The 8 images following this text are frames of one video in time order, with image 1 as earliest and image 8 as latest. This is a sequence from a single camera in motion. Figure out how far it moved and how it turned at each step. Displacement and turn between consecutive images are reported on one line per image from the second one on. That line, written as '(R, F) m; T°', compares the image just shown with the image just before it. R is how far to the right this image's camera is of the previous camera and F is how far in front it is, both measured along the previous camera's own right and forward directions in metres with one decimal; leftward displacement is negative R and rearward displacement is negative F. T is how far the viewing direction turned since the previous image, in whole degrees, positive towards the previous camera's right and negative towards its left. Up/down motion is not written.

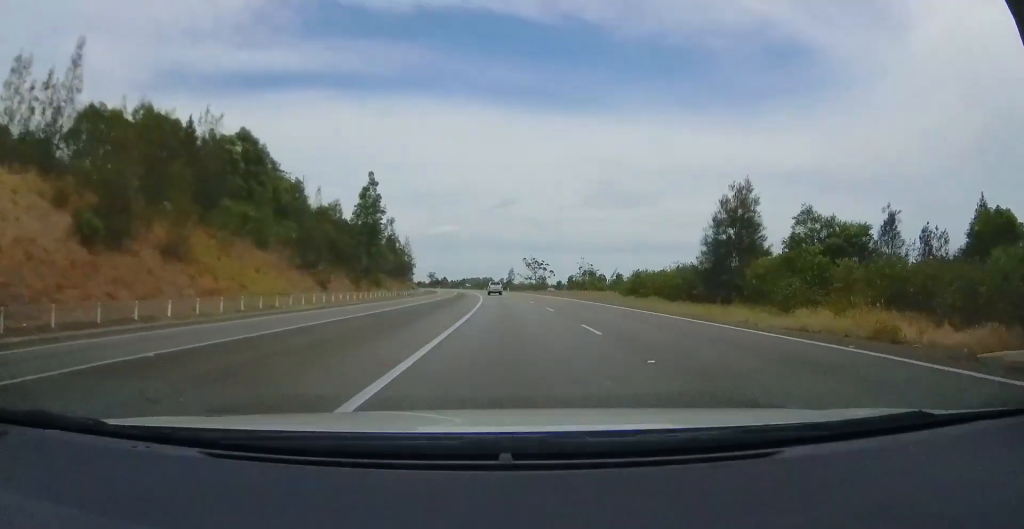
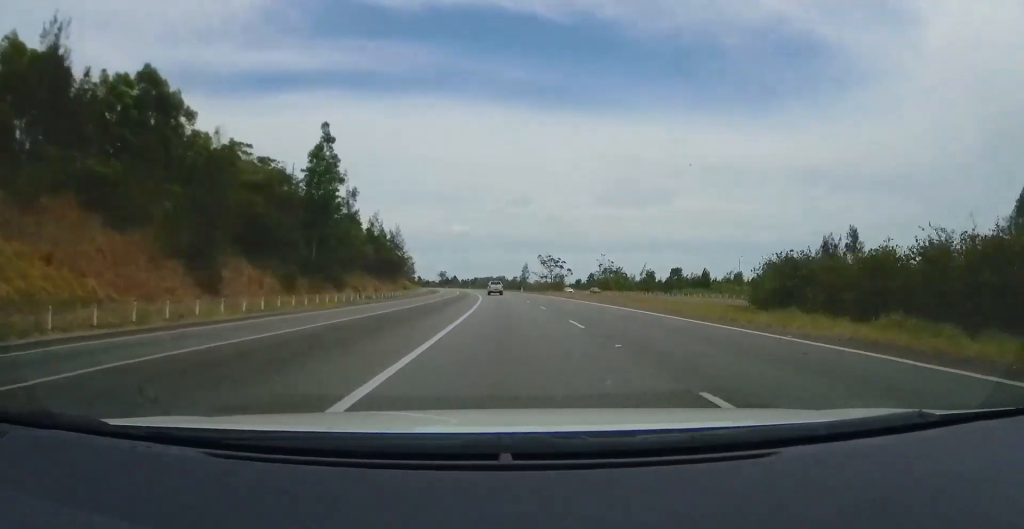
(-0.2, +21.9) m; -1°
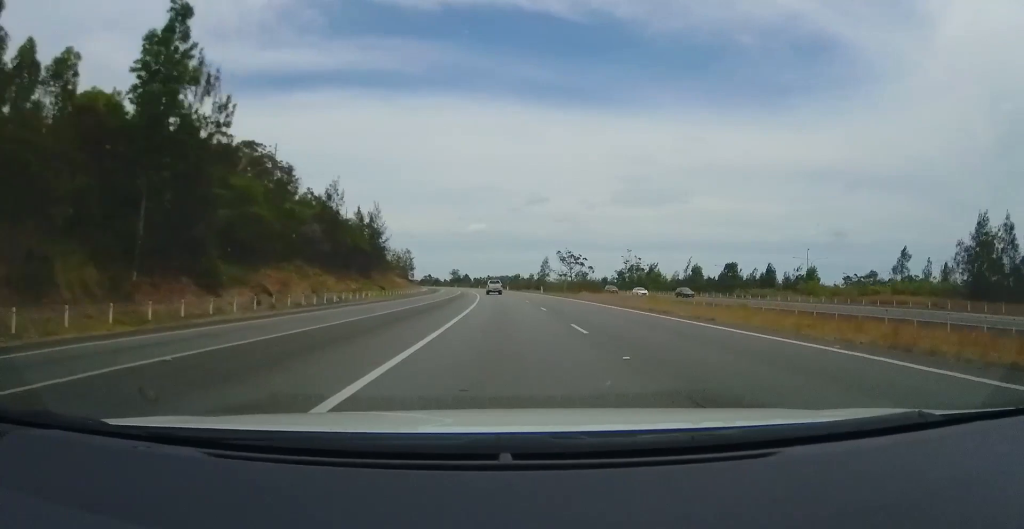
(0.0, +25.3) m; -1°
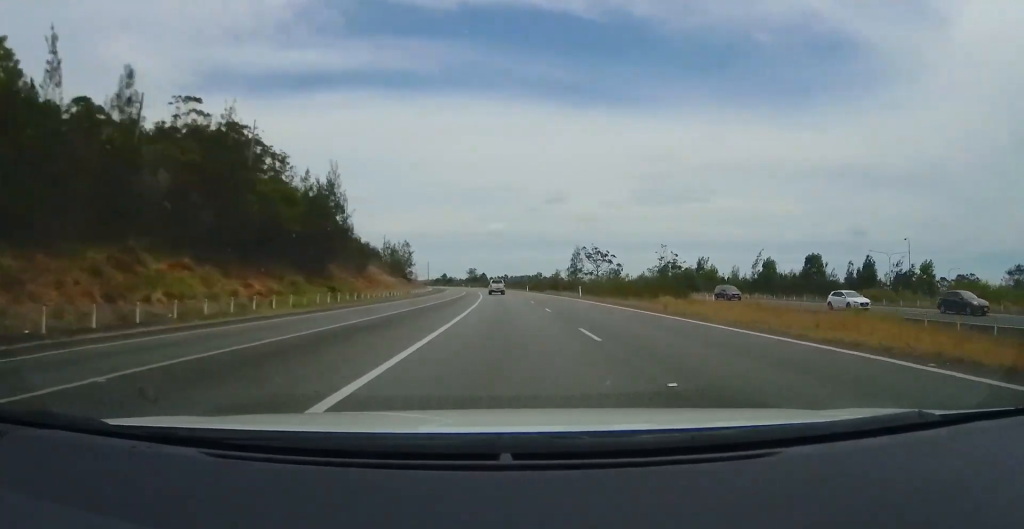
(-0.7, +26.6) m; -3°
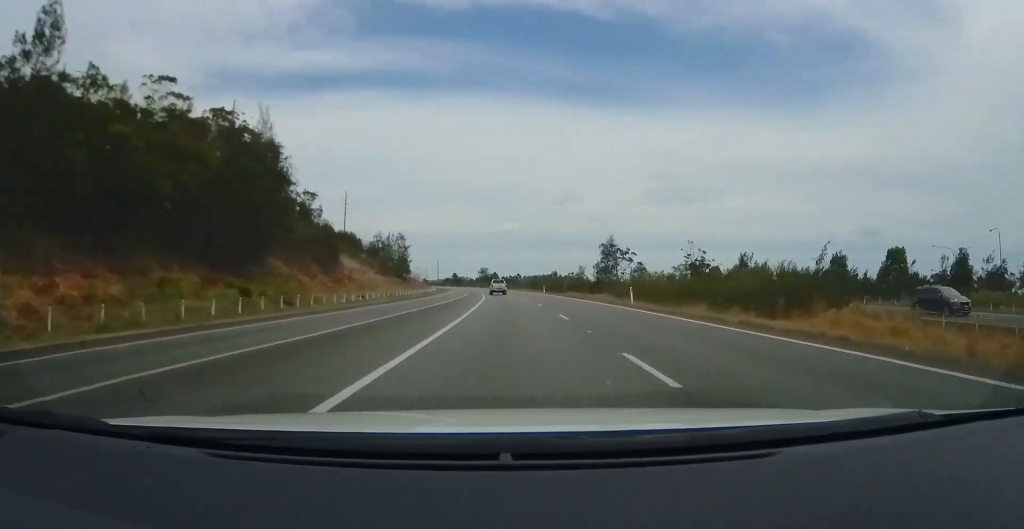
(-0.3, +17.3) m; -2°
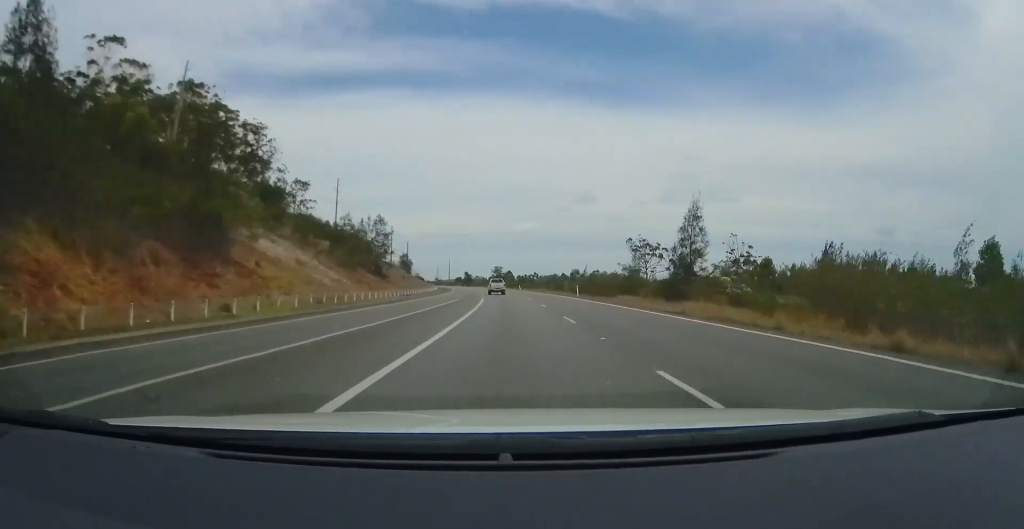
(-0.6, +25.5) m; -3°
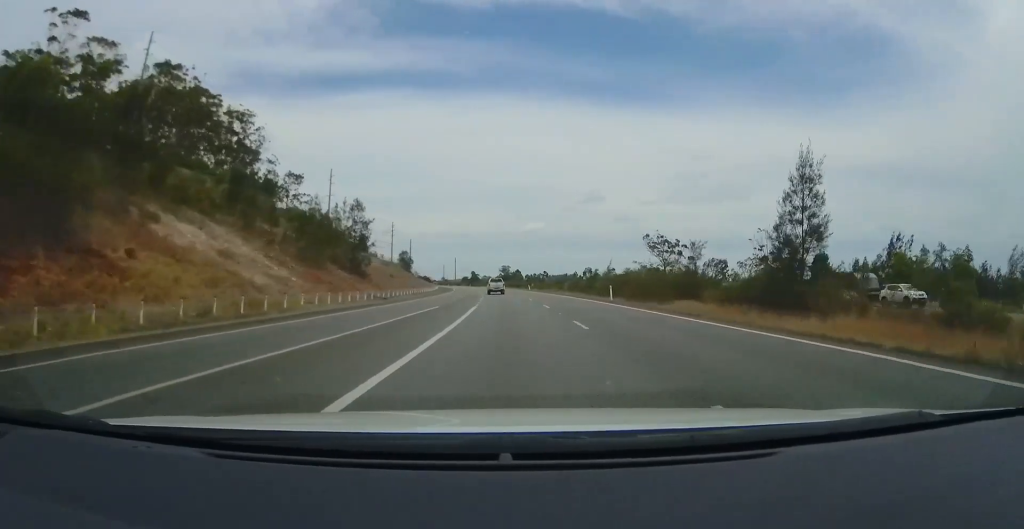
(-0.2, +15.2) m; -1°
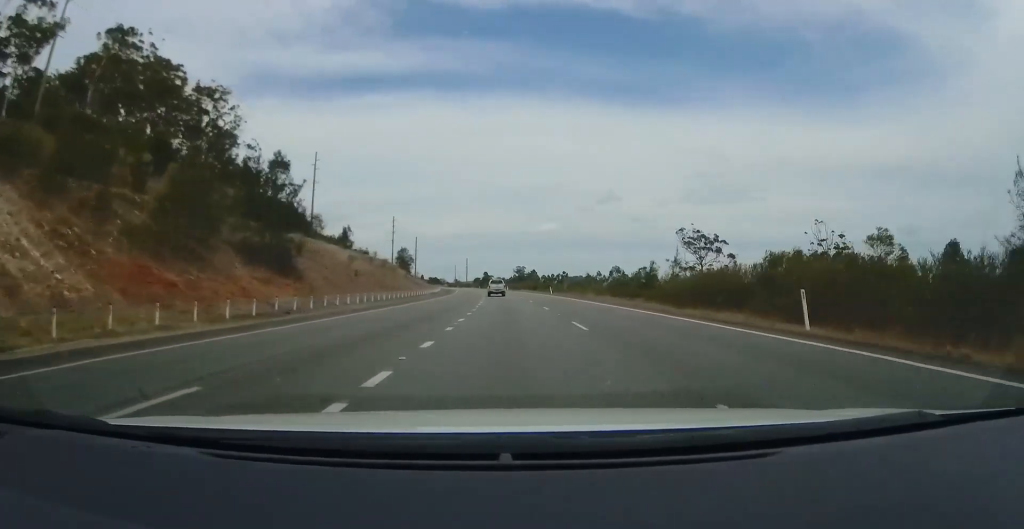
(-0.7, +24.7) m; 0°
